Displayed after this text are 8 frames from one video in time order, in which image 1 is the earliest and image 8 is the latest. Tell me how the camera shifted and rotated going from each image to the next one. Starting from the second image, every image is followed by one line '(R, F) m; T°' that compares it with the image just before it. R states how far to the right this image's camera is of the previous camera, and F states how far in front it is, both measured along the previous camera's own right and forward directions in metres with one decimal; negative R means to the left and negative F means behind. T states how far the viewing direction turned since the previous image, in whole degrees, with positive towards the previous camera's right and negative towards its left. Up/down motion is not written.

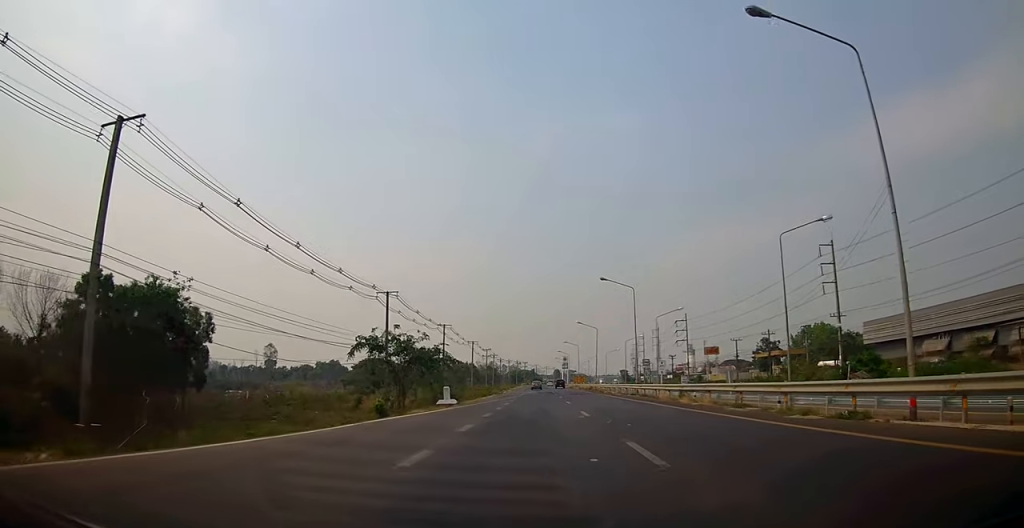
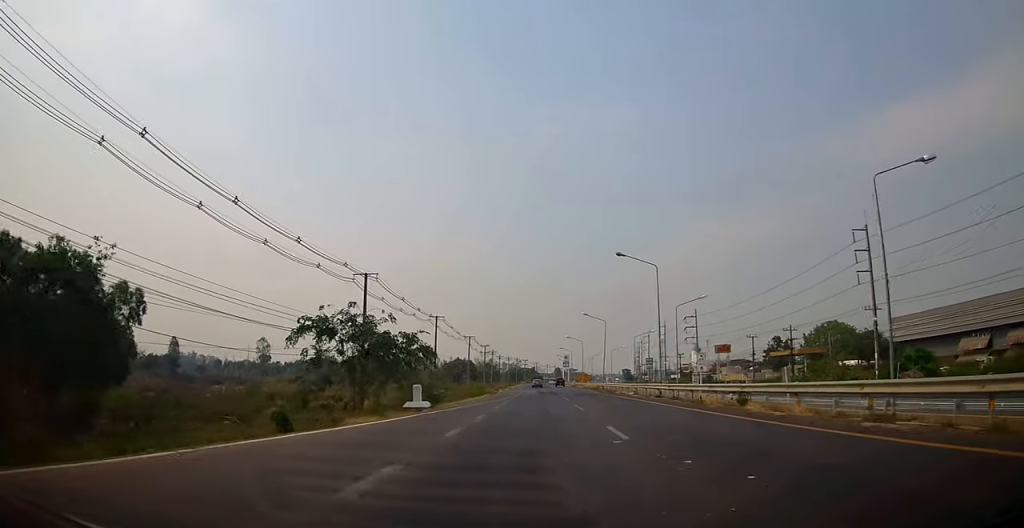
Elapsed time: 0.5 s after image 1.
(+0.1, +8.7) m; 0°
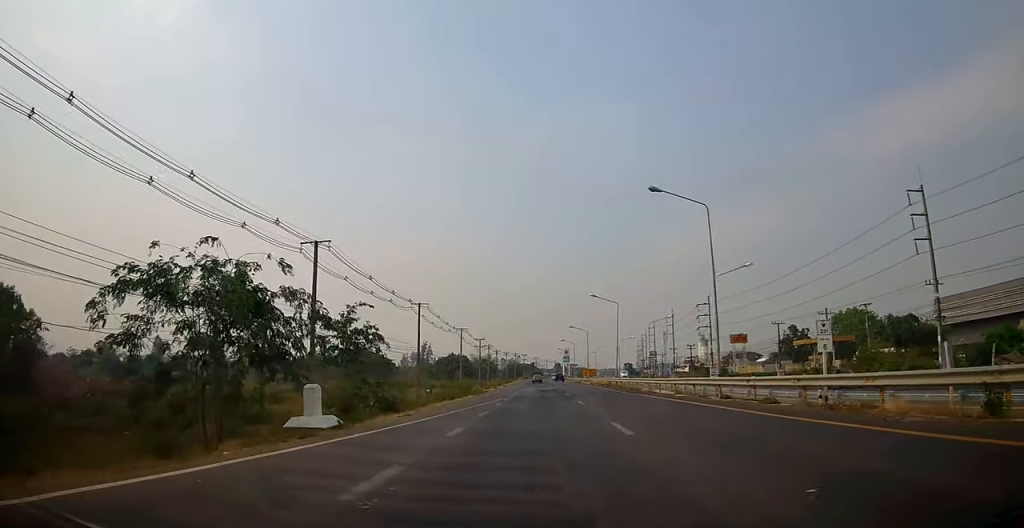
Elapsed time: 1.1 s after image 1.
(-0.5, +12.2) m; 0°
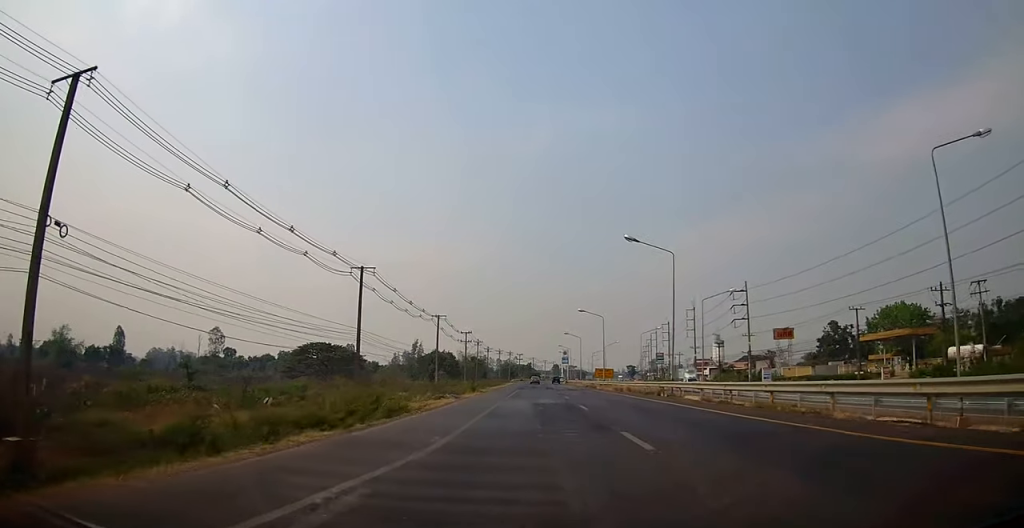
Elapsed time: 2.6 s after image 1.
(+0.5, +25.6) m; 0°
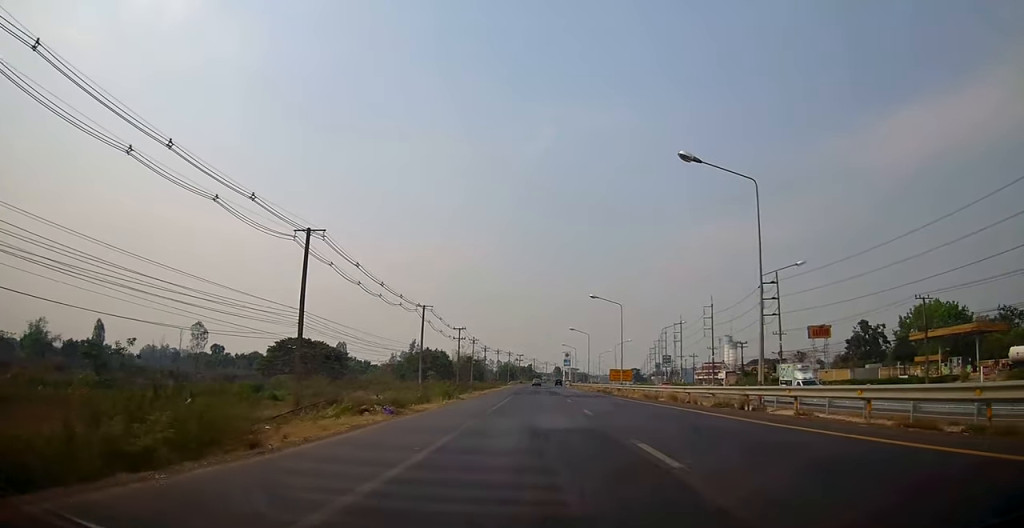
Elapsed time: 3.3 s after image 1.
(-0.6, +13.4) m; 0°
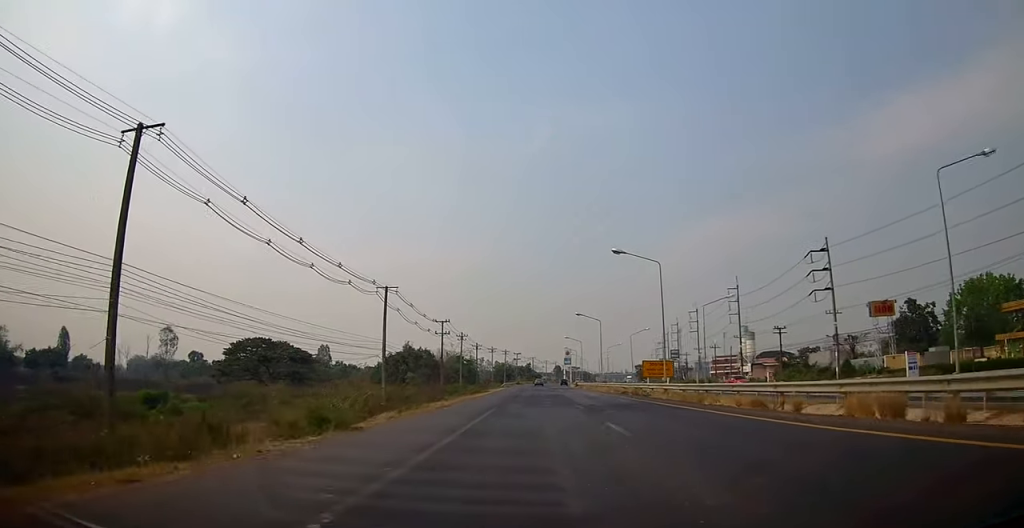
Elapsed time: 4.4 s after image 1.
(+0.8, +18.7) m; 0°
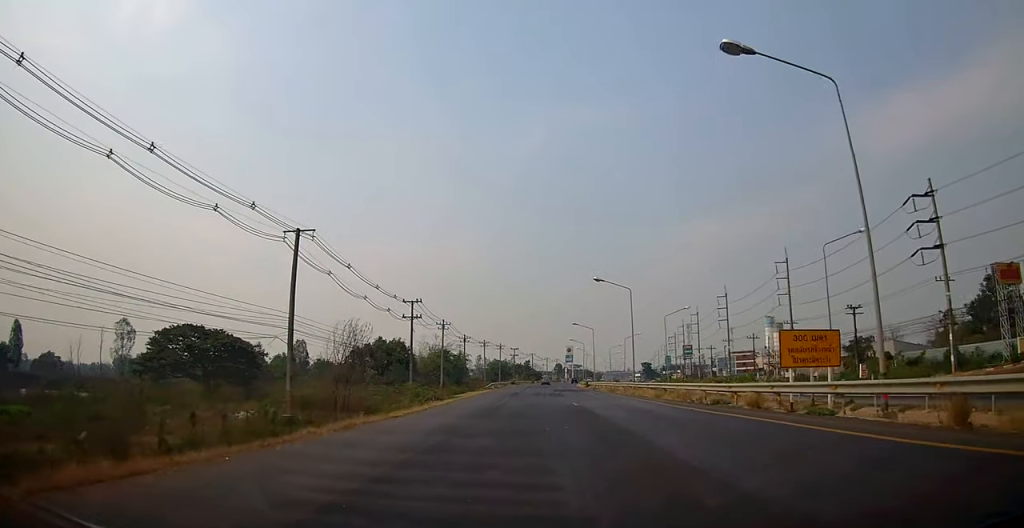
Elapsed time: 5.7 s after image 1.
(-0.6, +23.6) m; 0°
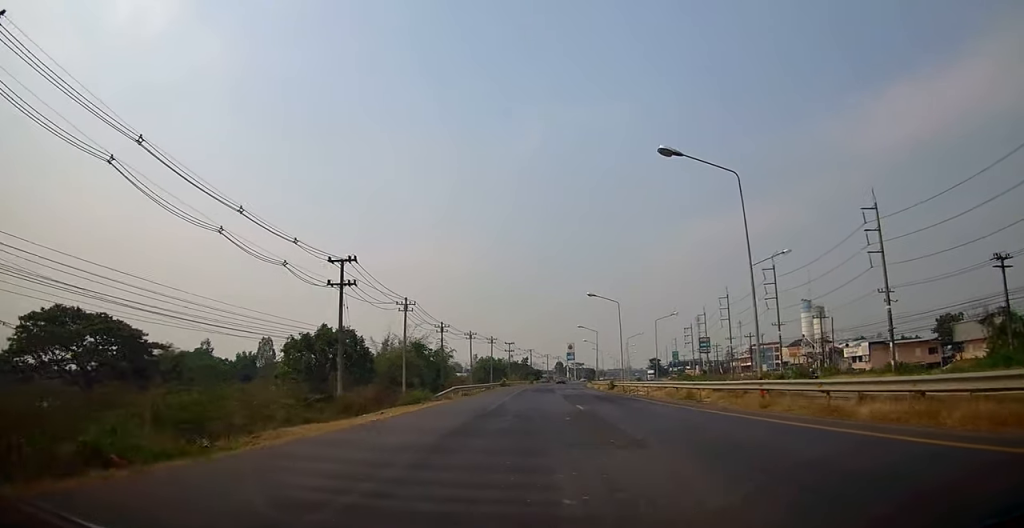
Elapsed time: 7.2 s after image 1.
(+0.8, +27.5) m; +2°
